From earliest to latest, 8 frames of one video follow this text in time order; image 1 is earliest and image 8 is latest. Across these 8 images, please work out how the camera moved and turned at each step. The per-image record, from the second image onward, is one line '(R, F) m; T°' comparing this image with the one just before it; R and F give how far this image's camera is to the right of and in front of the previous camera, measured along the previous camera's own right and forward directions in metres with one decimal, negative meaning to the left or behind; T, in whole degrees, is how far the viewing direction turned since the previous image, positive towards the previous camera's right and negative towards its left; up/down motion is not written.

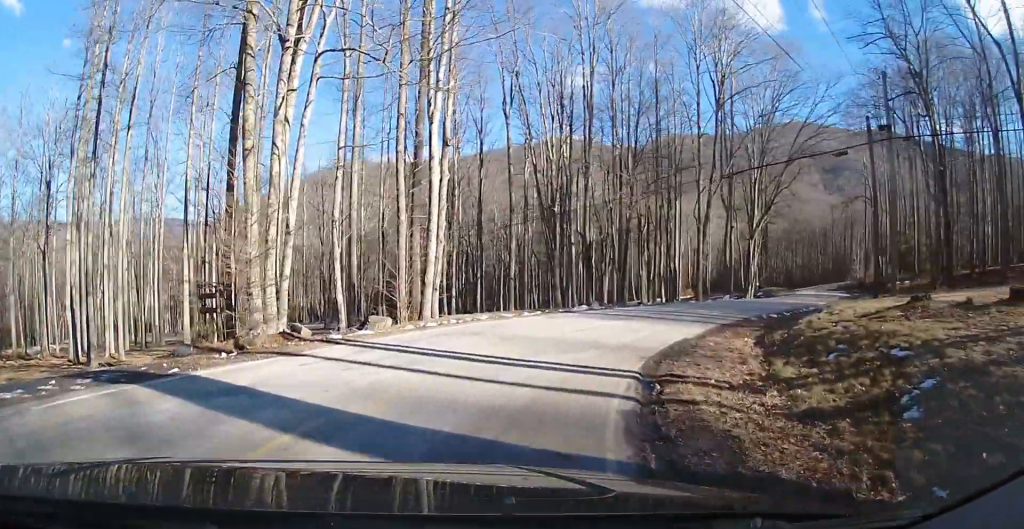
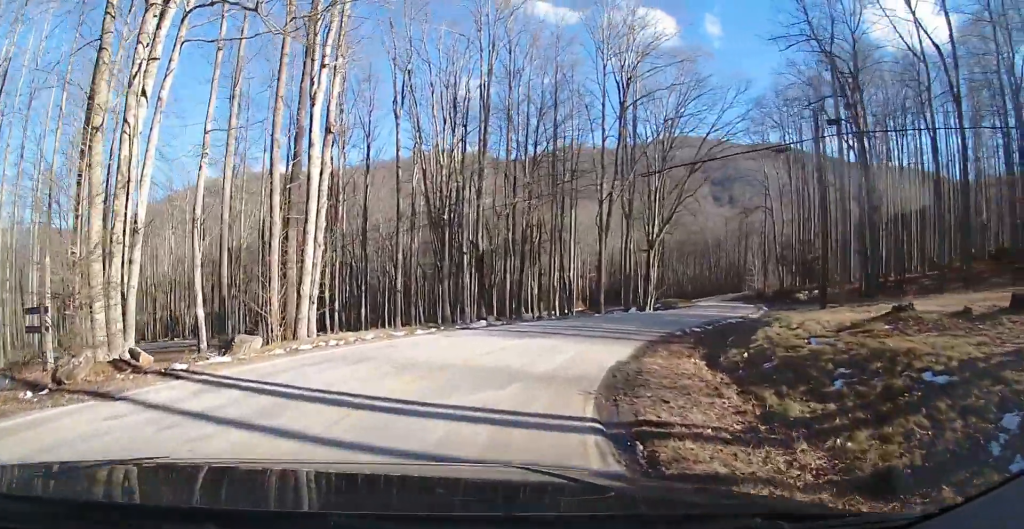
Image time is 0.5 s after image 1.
(+0.2, +2.6) m; +11°
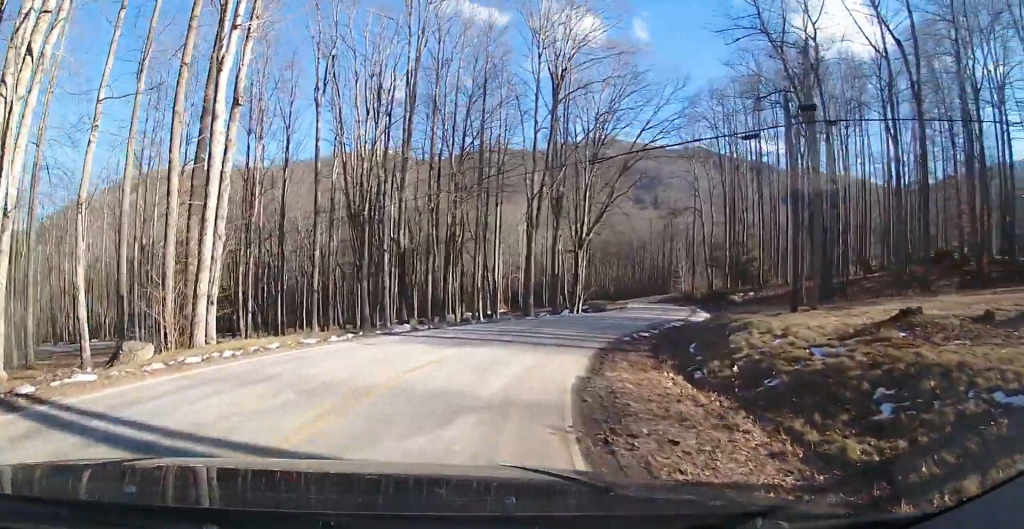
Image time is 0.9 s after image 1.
(+0.1, +2.0) m; +11°
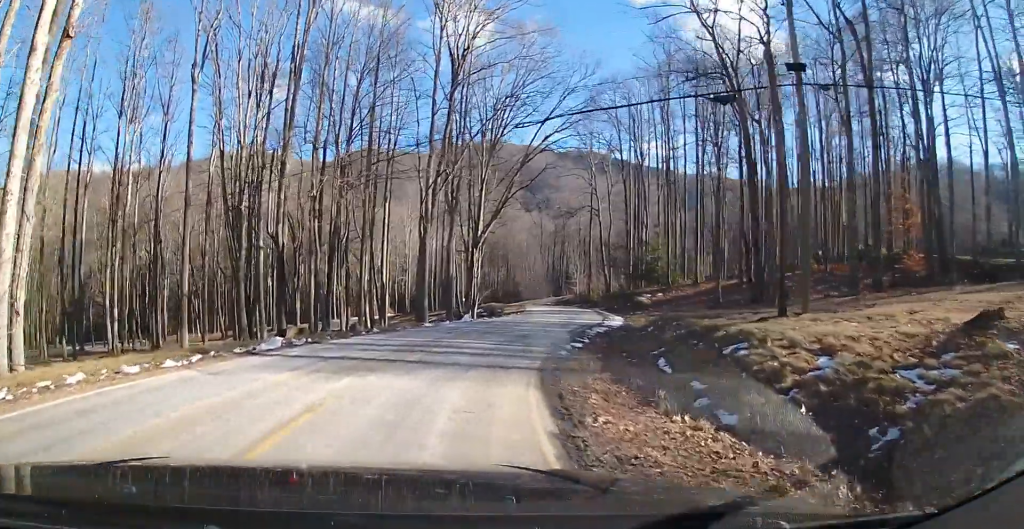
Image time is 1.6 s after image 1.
(+0.5, +3.5) m; +15°
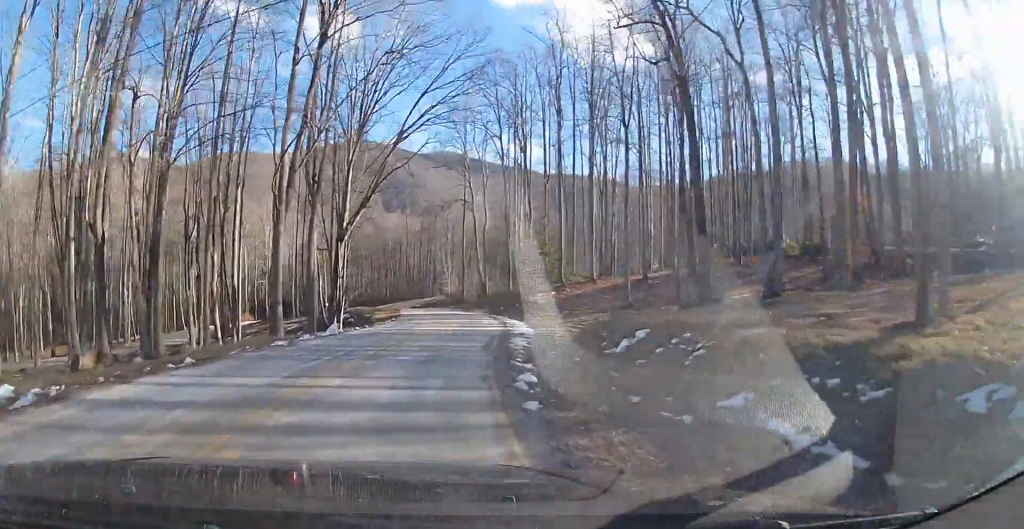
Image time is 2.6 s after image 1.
(+1.2, +6.1) m; +17°
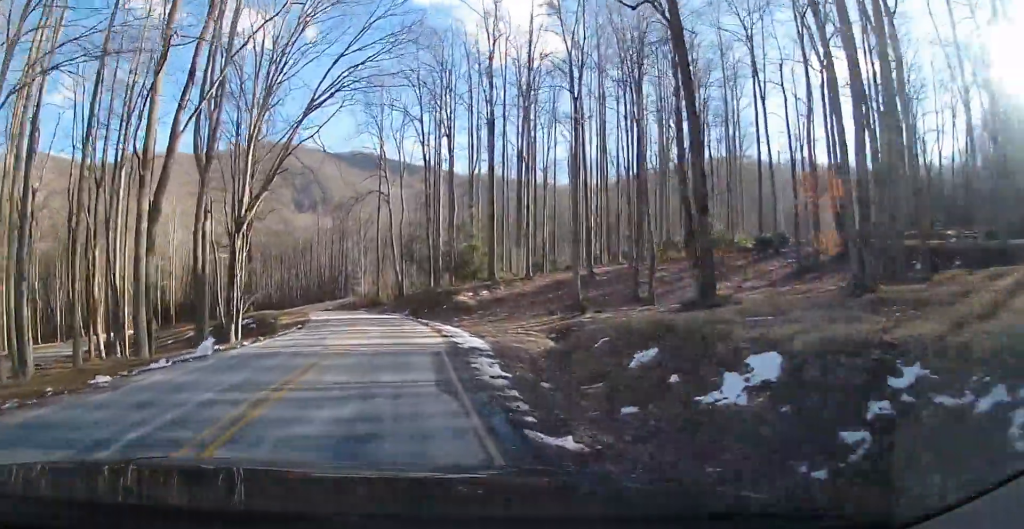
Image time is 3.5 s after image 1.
(+0.3, +5.5) m; +12°
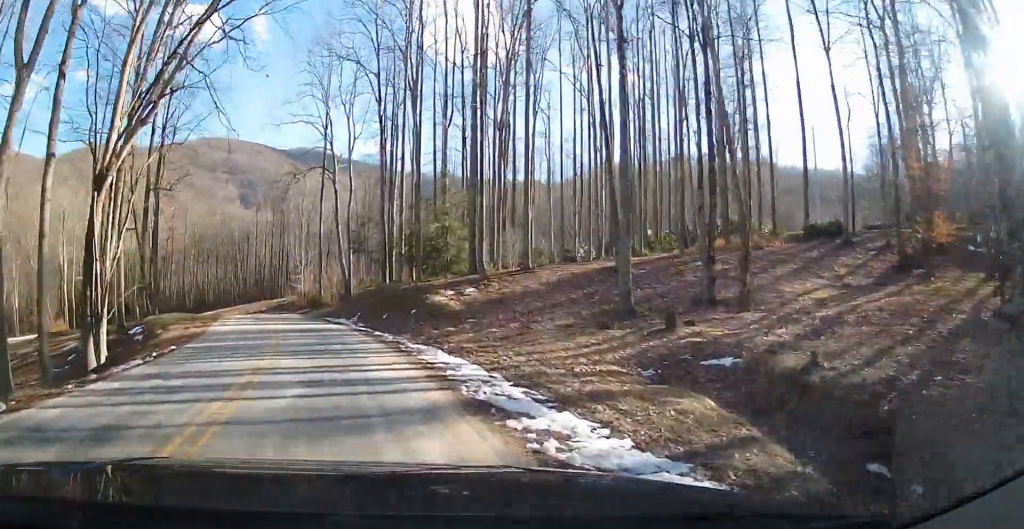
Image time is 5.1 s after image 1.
(+1.8, +11.3) m; +10°
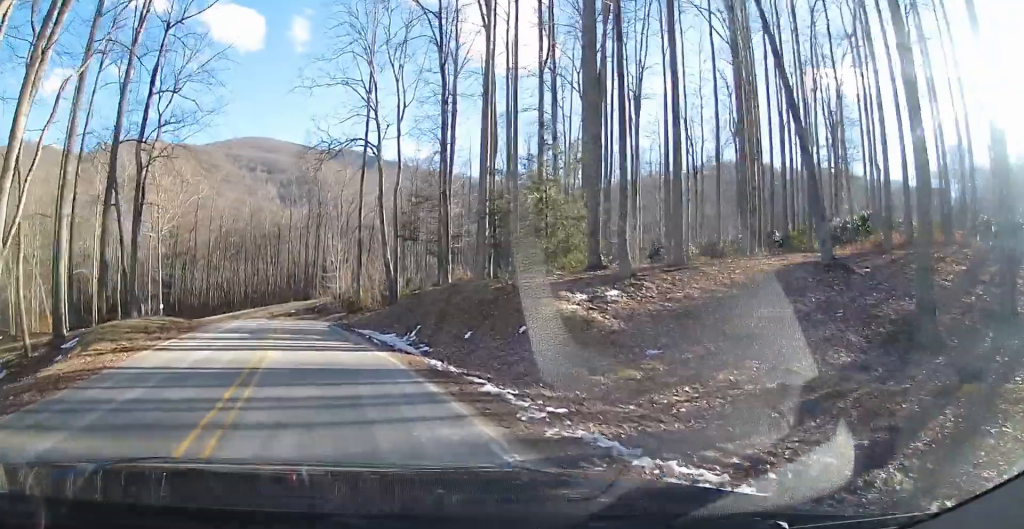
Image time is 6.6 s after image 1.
(-0.1, +11.3) m; -4°
